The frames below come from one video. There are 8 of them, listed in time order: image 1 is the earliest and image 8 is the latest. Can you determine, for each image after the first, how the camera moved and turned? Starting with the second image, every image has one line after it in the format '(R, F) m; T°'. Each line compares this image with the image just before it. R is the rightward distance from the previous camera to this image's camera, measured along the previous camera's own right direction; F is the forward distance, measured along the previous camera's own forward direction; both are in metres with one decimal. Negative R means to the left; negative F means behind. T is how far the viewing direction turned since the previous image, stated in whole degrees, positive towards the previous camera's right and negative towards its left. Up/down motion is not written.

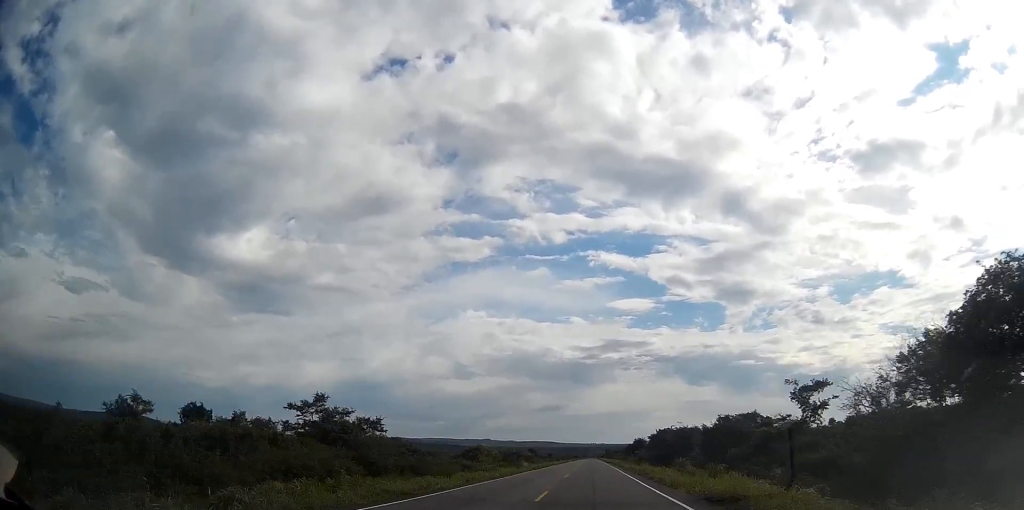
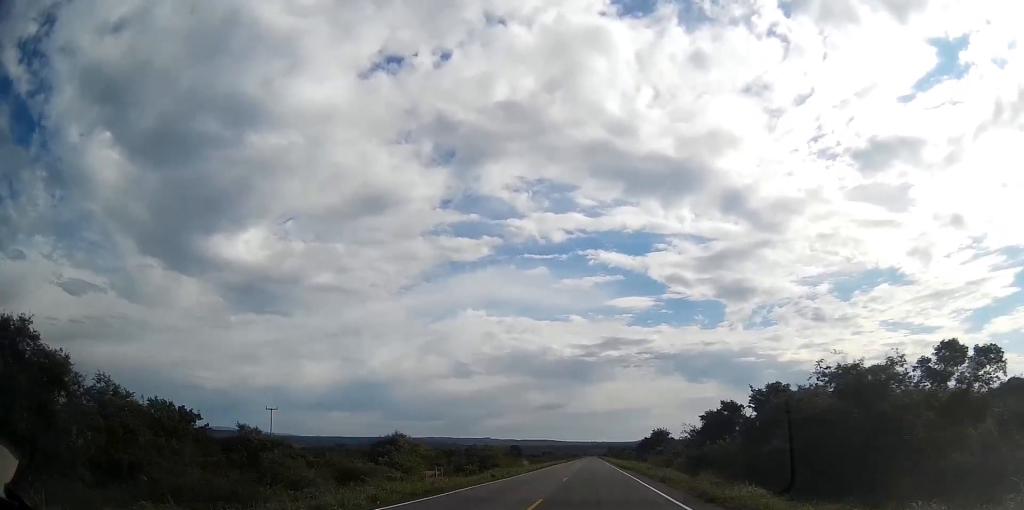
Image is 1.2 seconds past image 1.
(-0.2, +49.6) m; 0°
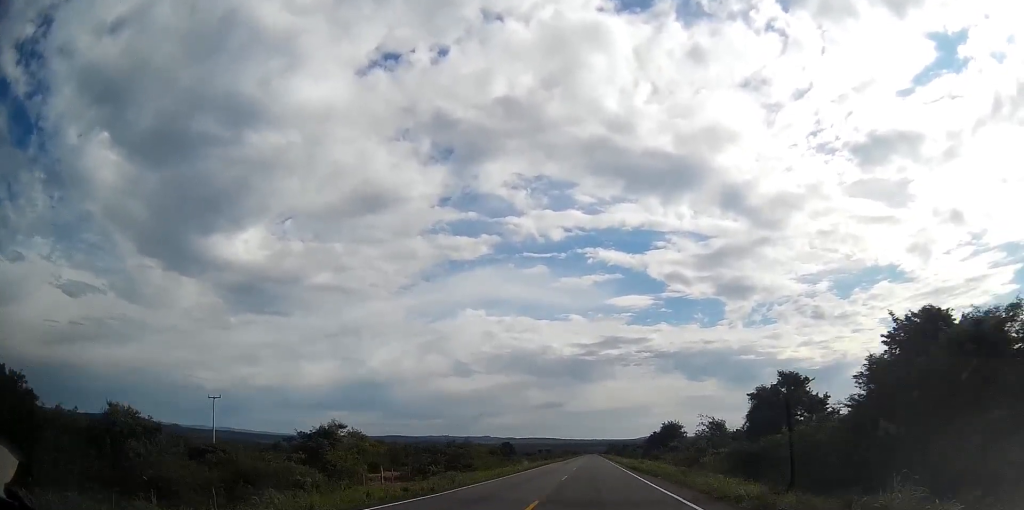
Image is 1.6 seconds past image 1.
(-0.1, +17.2) m; 0°
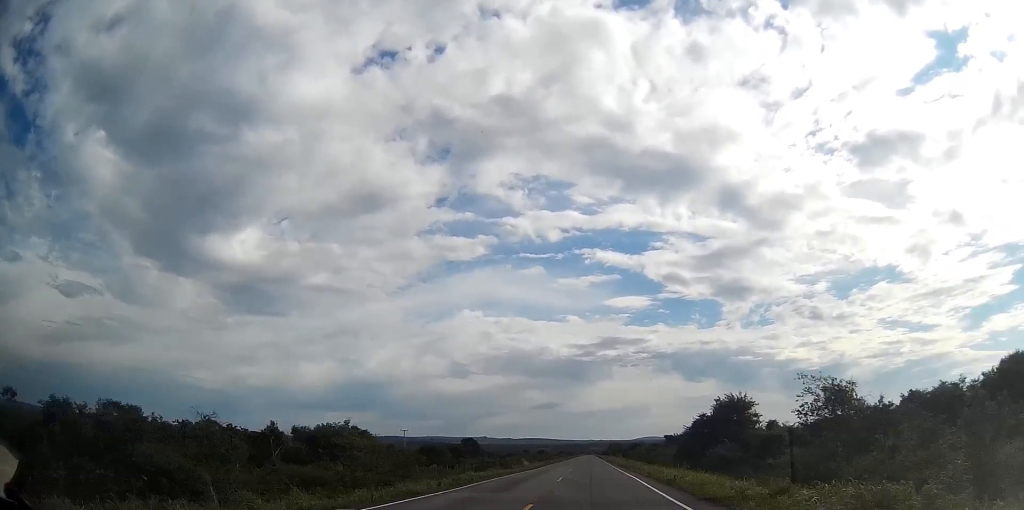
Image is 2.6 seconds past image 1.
(+0.2, +46.4) m; 0°
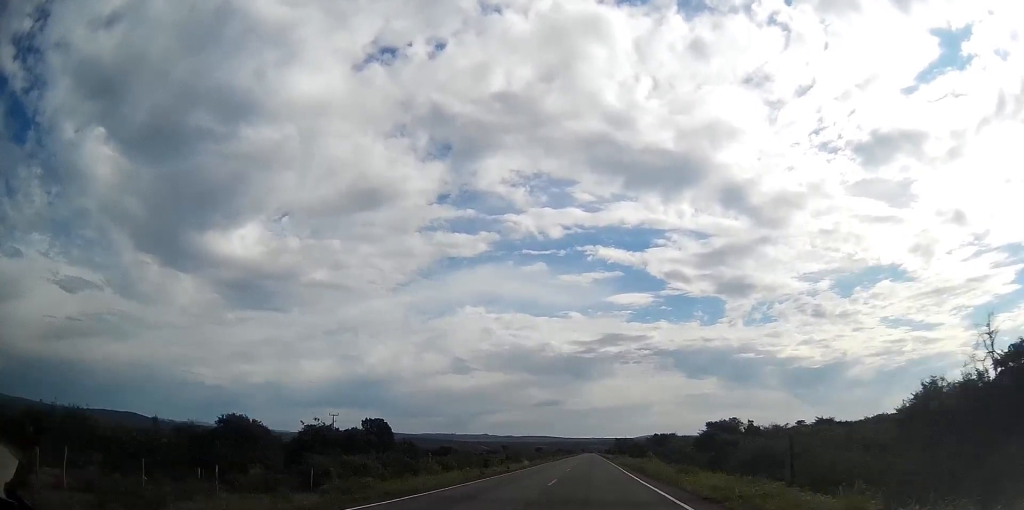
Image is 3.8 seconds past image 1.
(-0.1, +51.6) m; 0°
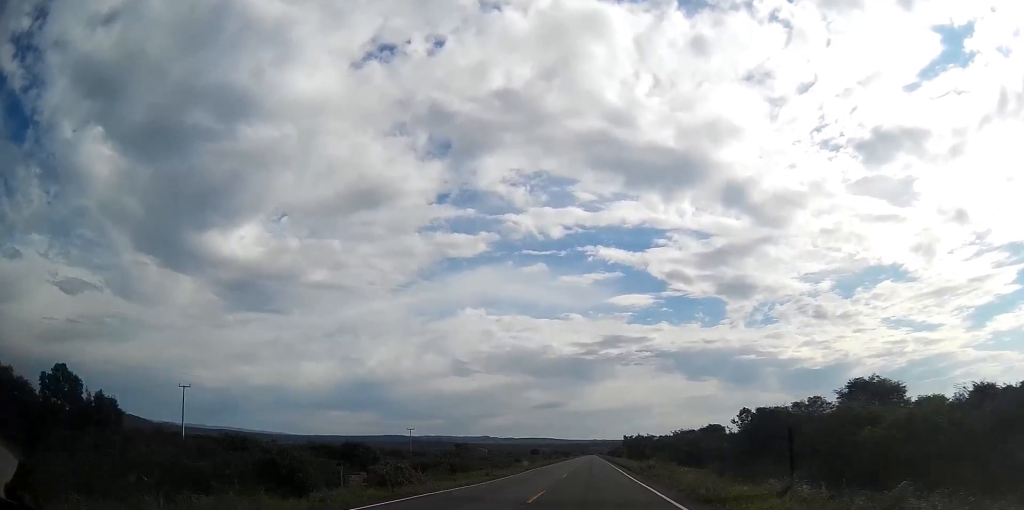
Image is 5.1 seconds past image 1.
(+0.2, +53.6) m; 0°
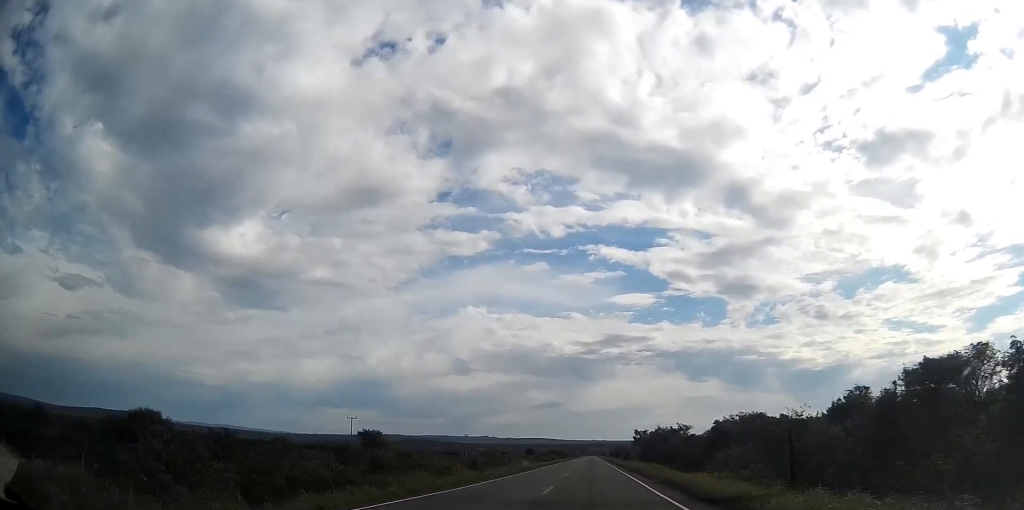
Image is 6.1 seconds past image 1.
(-0.2, +43.2) m; 0°
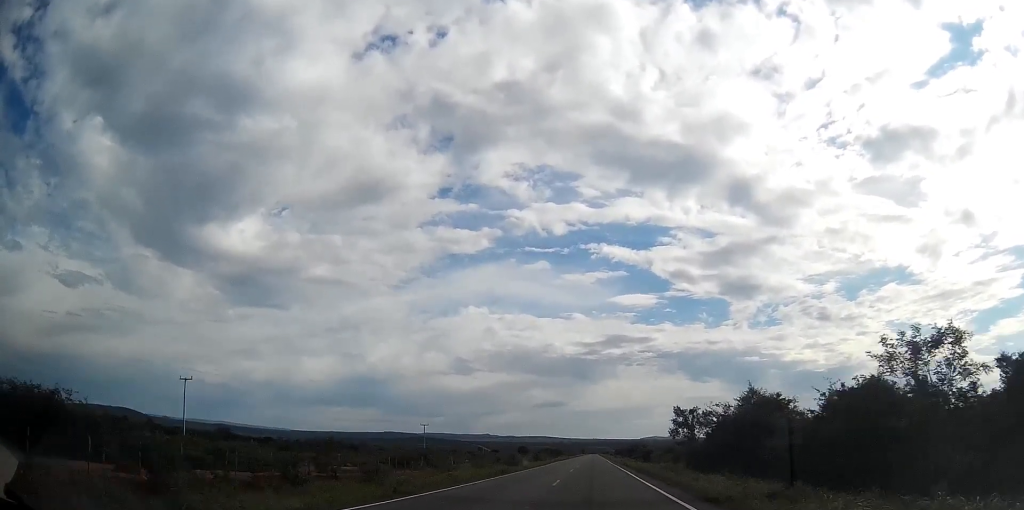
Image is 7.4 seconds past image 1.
(-0.1, +58.7) m; 0°
